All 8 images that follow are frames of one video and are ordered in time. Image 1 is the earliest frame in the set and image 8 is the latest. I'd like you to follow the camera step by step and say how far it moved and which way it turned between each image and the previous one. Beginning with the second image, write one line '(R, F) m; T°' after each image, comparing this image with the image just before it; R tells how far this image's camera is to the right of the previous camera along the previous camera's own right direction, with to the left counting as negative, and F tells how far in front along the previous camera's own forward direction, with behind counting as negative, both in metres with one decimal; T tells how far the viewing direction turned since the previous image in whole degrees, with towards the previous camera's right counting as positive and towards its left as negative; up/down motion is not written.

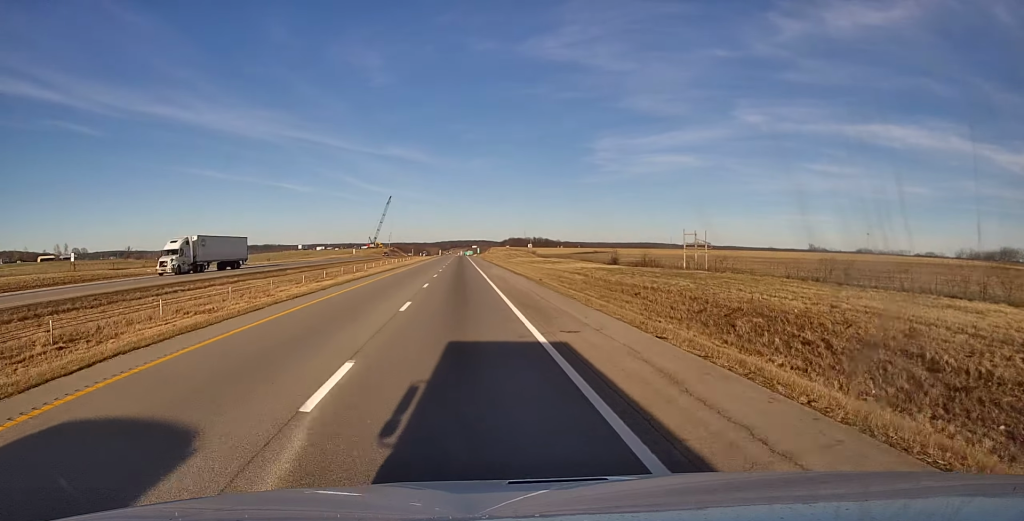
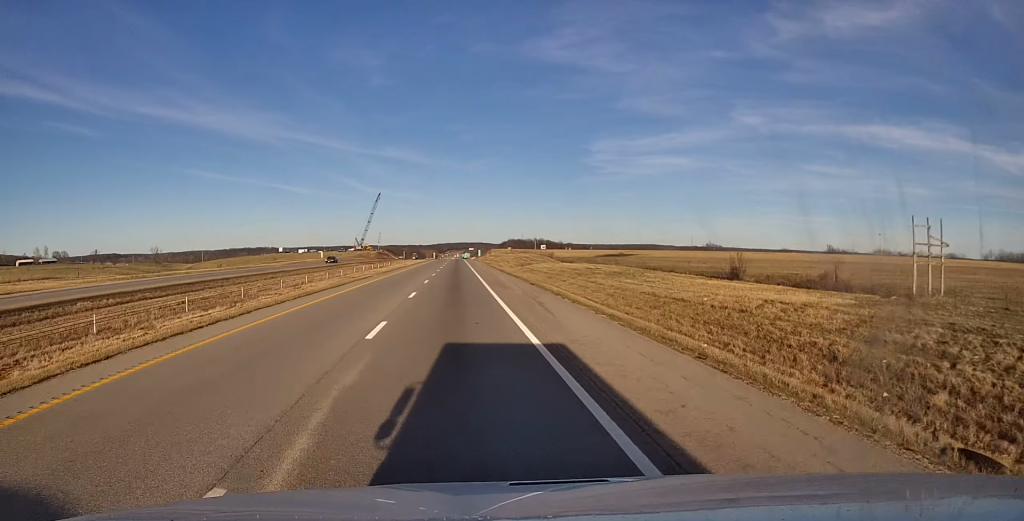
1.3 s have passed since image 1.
(-0.1, +42.2) m; 0°
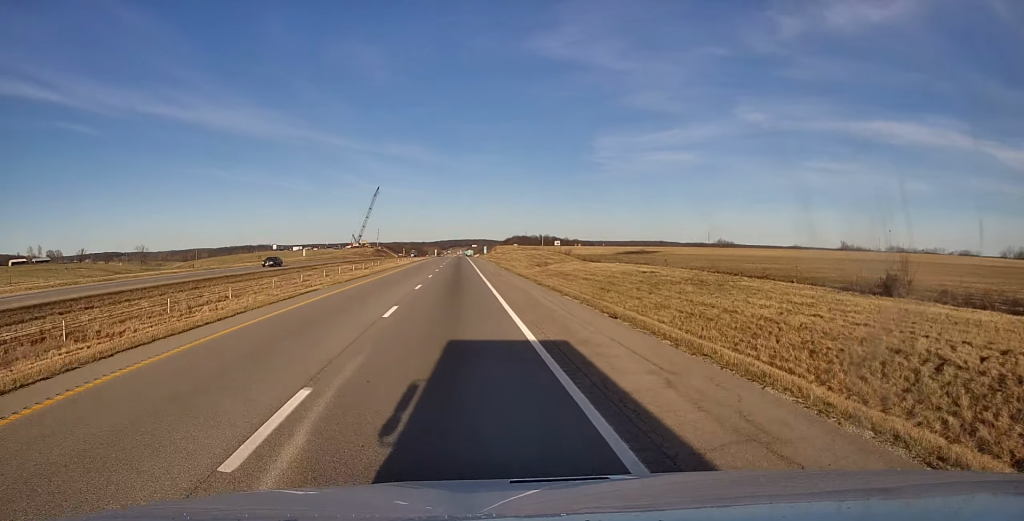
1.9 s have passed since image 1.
(0.0, +20.5) m; 0°
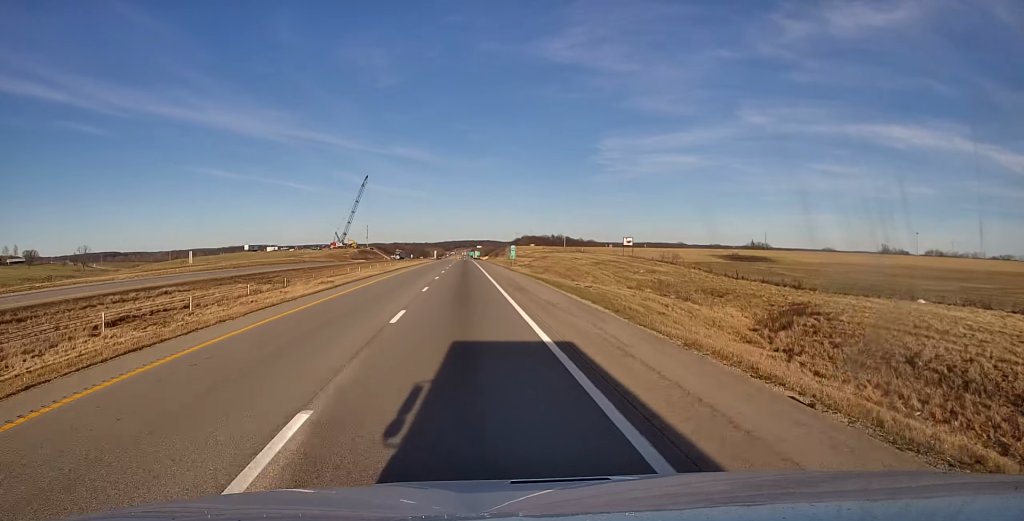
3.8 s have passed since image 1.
(-0.2, +61.6) m; -1°
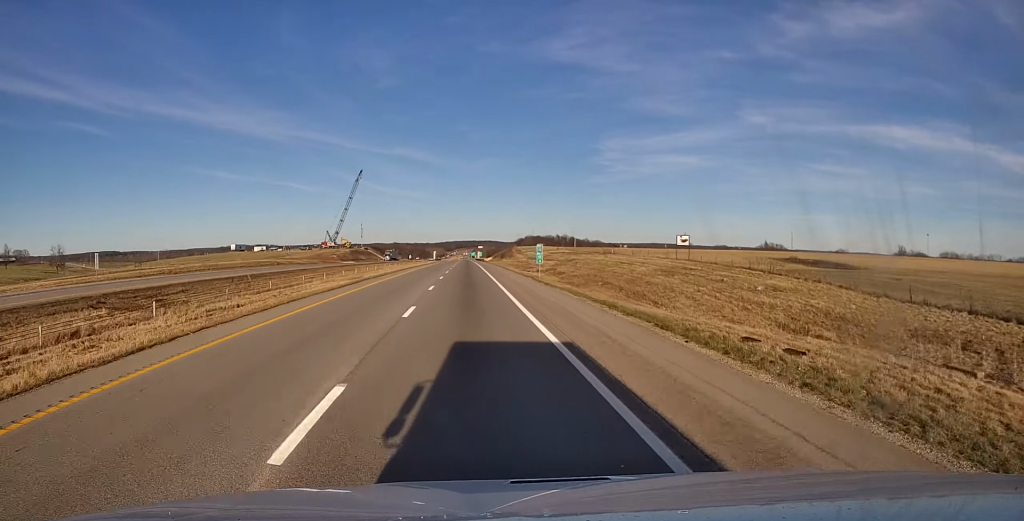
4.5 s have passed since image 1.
(-0.2, +22.6) m; 0°
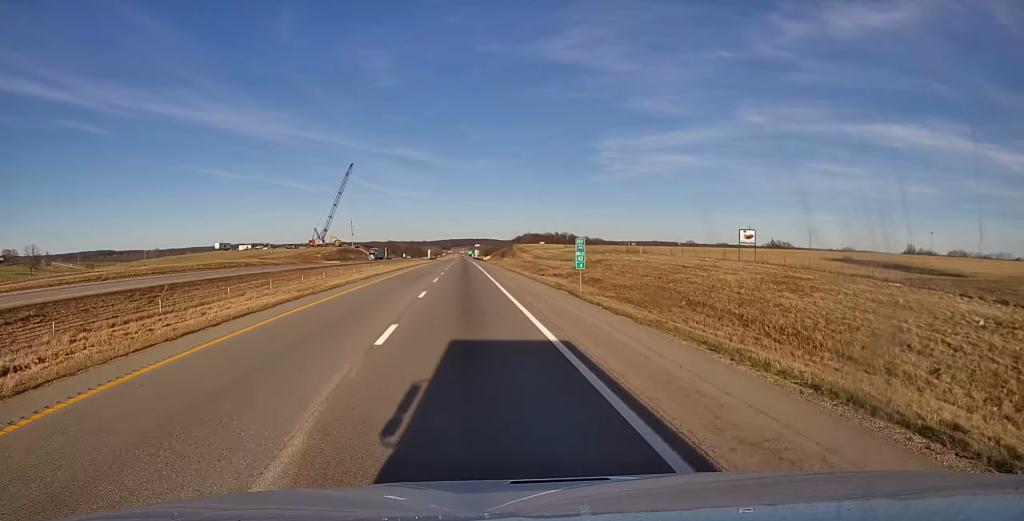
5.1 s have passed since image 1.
(0.0, +17.2) m; 0°
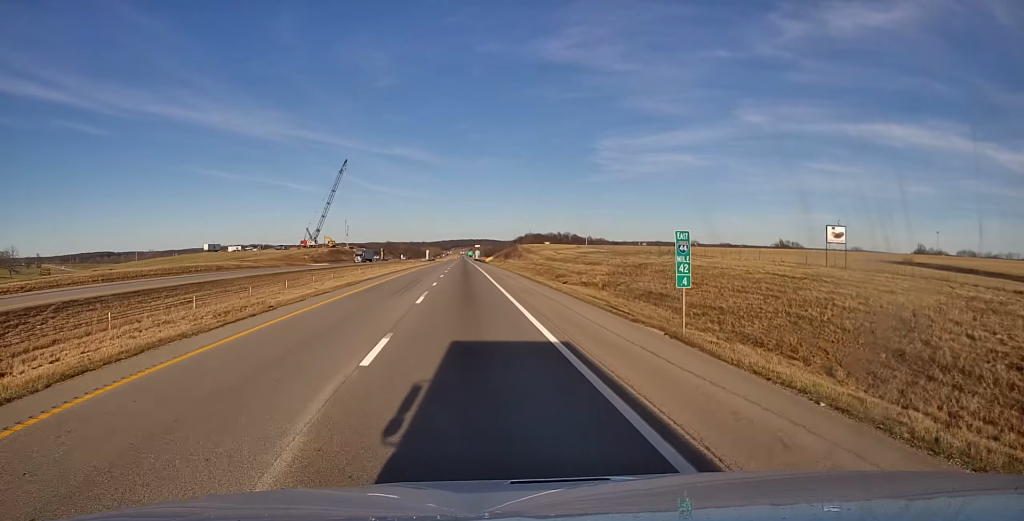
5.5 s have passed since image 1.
(+0.2, +14.0) m; 0°
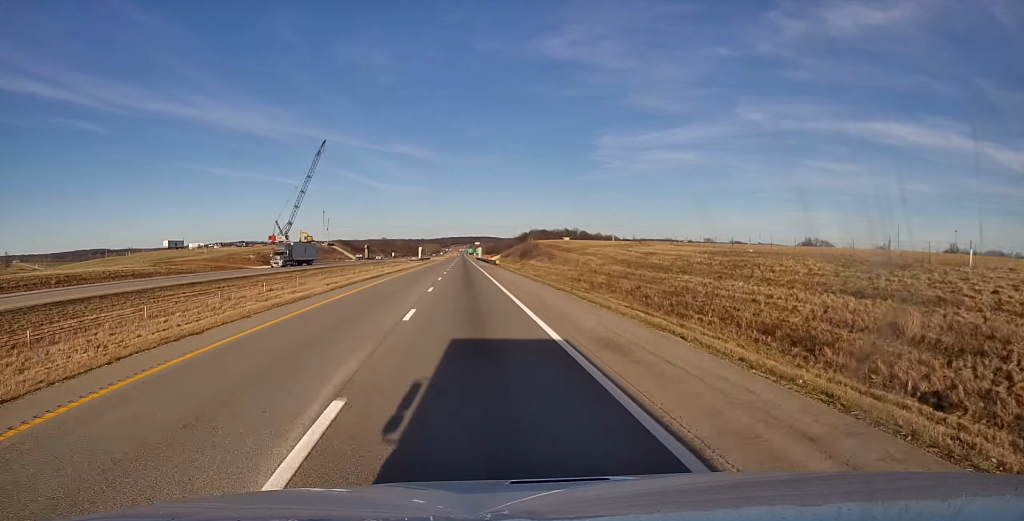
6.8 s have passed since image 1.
(-0.6, +42.1) m; 0°
